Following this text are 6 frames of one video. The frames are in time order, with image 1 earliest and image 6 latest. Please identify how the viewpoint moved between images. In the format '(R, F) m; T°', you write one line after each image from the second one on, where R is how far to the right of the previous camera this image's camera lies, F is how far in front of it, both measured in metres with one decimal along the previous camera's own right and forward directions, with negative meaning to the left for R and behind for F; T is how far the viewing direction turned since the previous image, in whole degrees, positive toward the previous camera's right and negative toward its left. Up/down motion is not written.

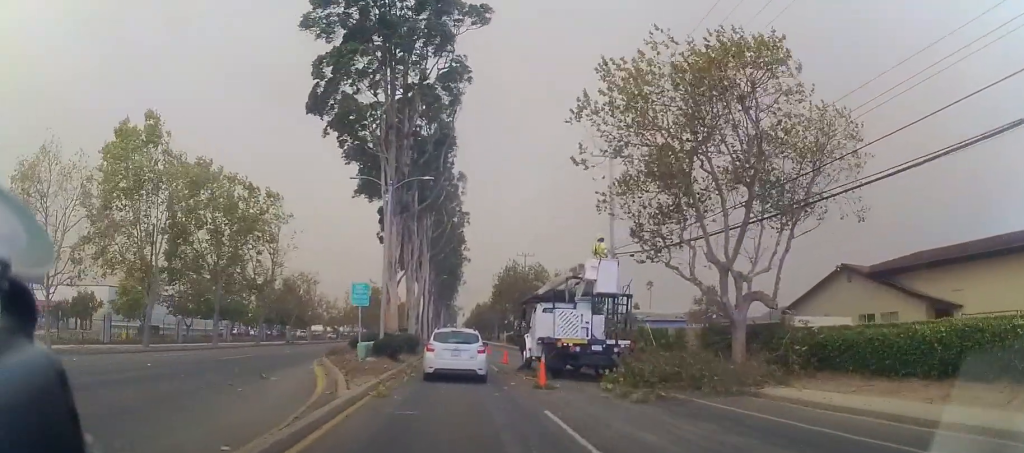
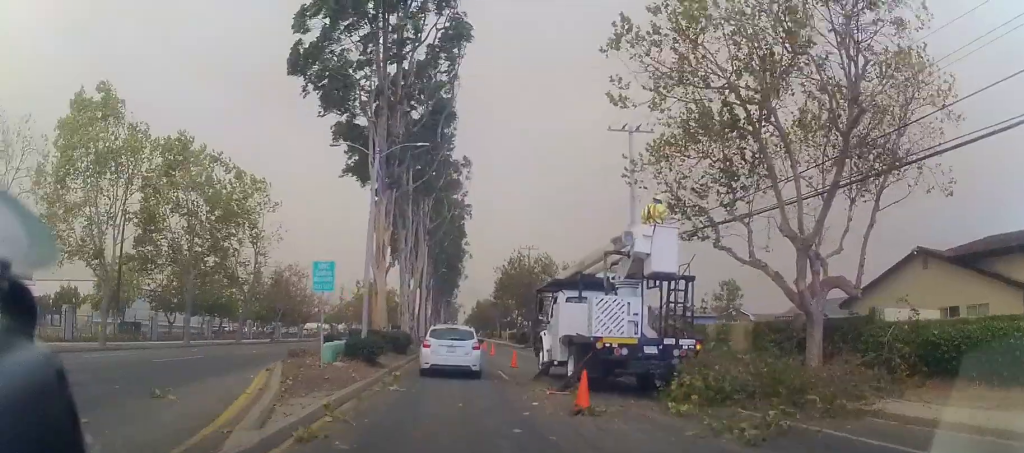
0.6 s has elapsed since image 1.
(+0.1, +4.8) m; +1°
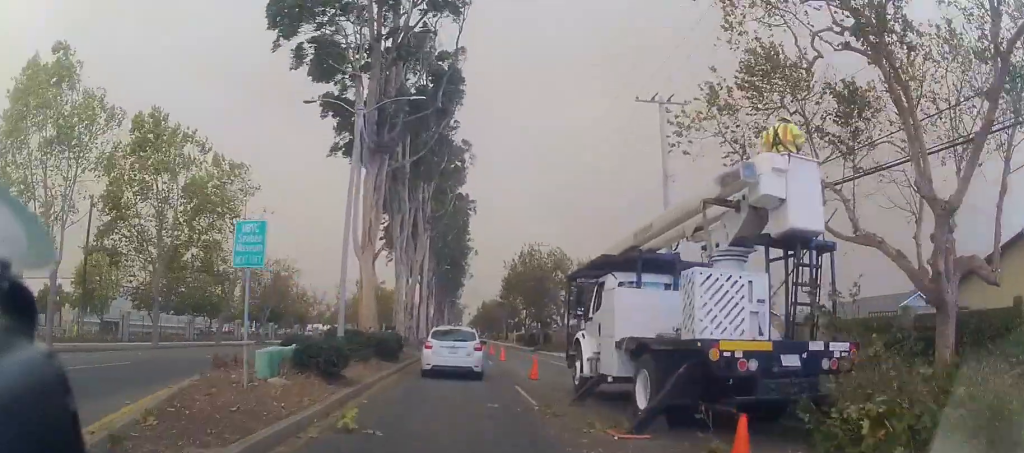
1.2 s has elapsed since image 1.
(+0.3, +5.2) m; 0°
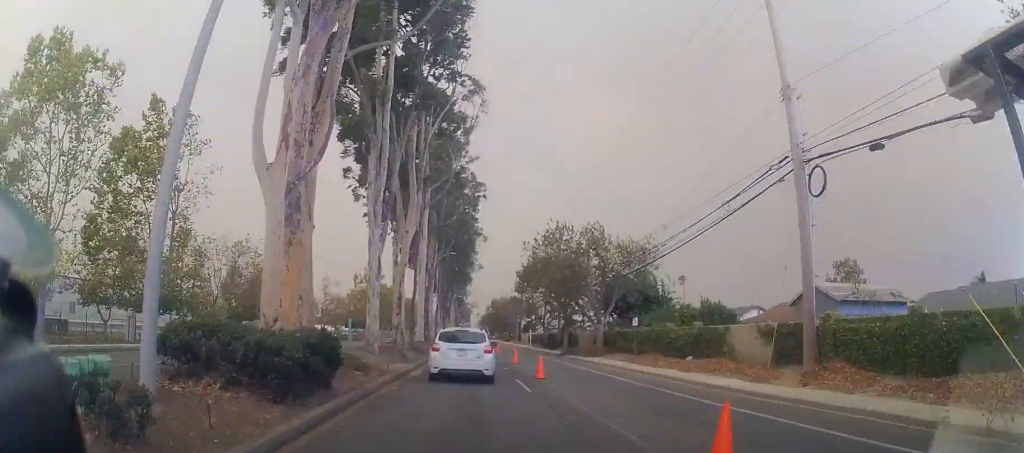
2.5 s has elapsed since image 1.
(-0.5, +12.2) m; -3°
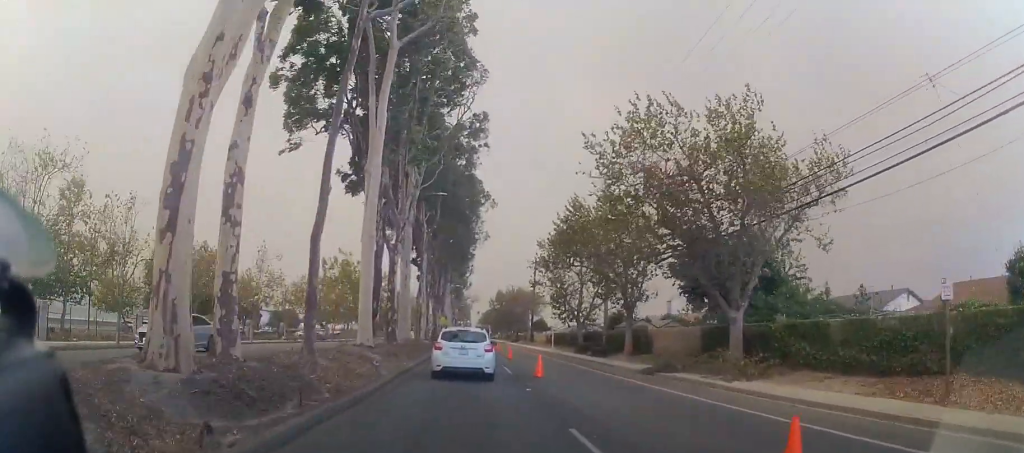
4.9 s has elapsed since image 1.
(+0.5, +25.0) m; +3°
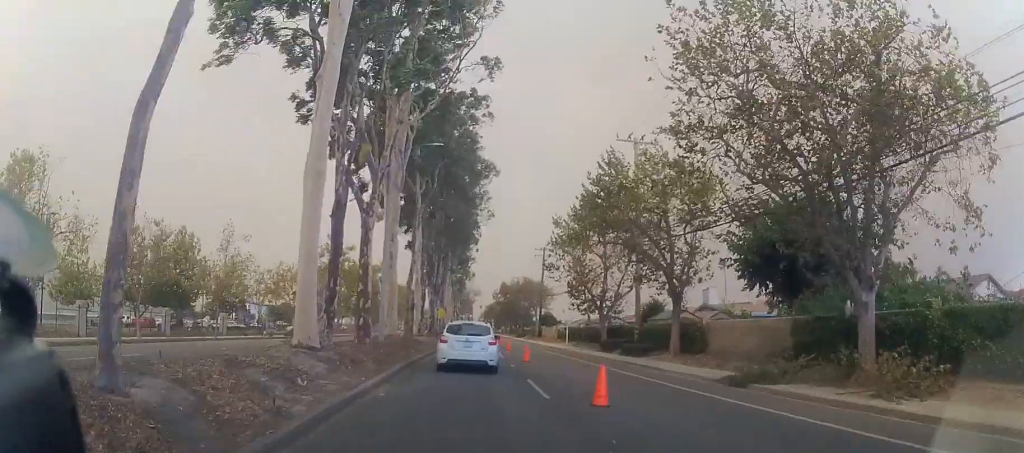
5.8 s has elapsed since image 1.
(0.0, +8.3) m; -2°
